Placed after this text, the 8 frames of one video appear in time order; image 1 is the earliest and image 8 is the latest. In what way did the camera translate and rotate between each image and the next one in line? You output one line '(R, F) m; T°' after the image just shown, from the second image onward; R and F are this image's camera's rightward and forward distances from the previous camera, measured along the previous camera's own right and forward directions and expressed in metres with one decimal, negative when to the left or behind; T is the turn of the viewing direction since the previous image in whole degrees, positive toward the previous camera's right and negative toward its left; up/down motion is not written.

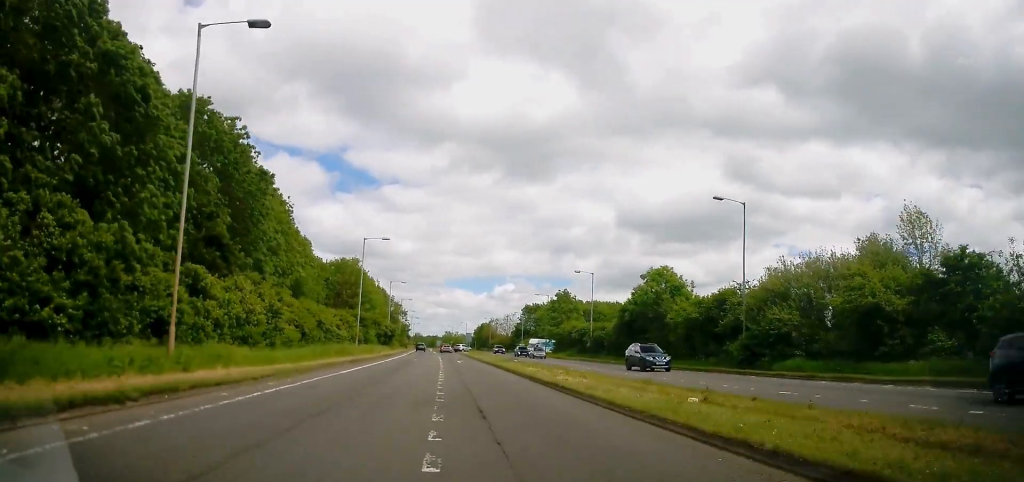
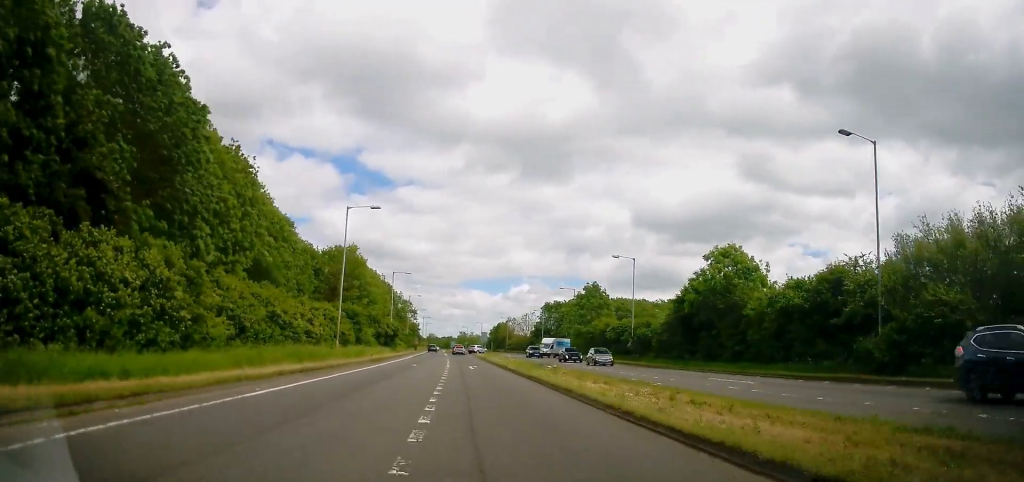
(-0.2, +12.2) m; +1°
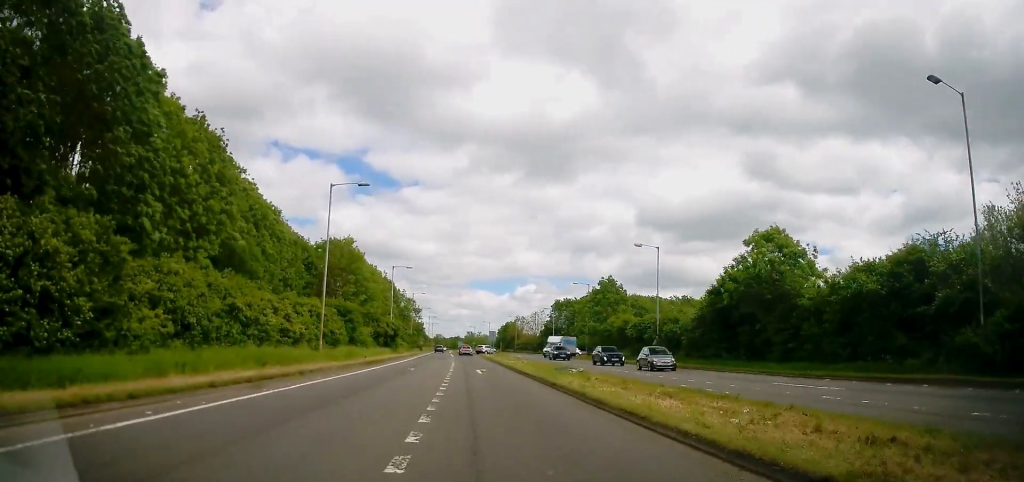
(+0.2, +5.9) m; +1°
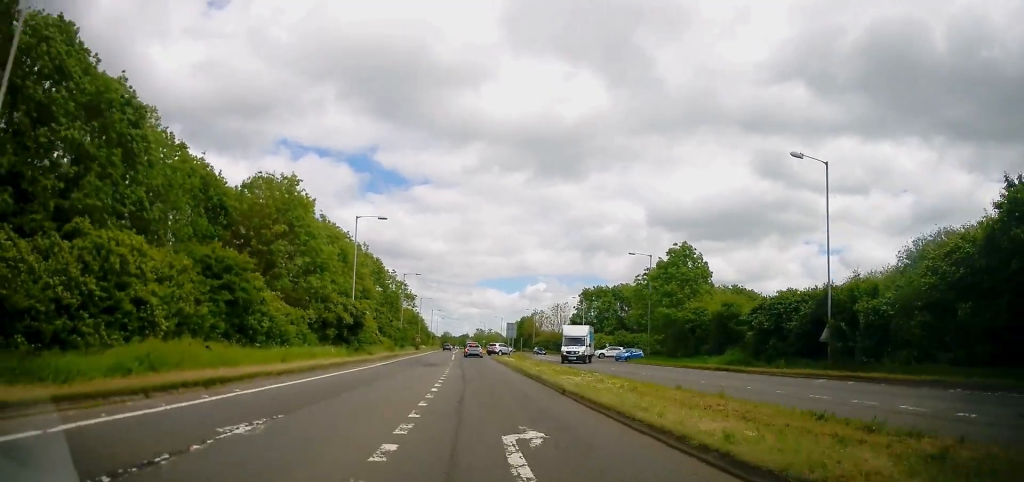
(-0.6, +25.4) m; -4°
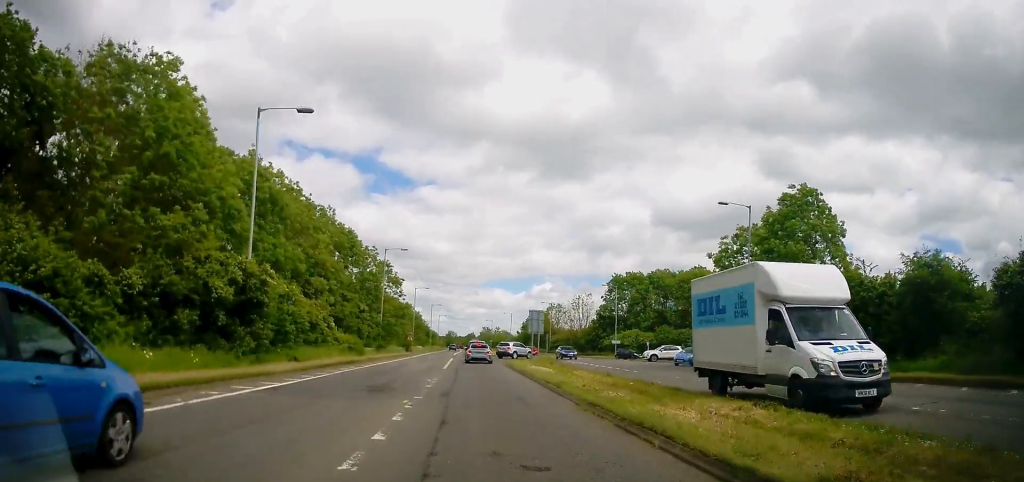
(-0.1, +20.4) m; 0°
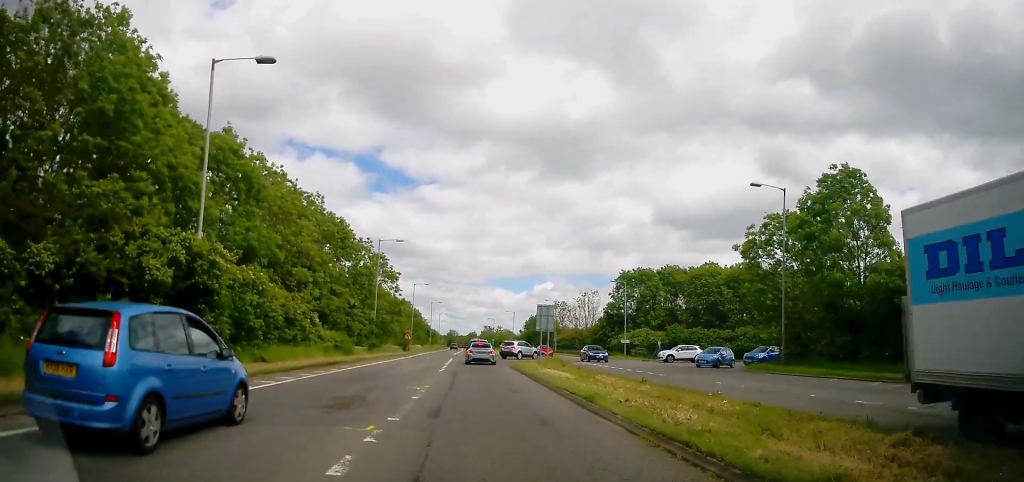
(0.0, +4.4) m; 0°
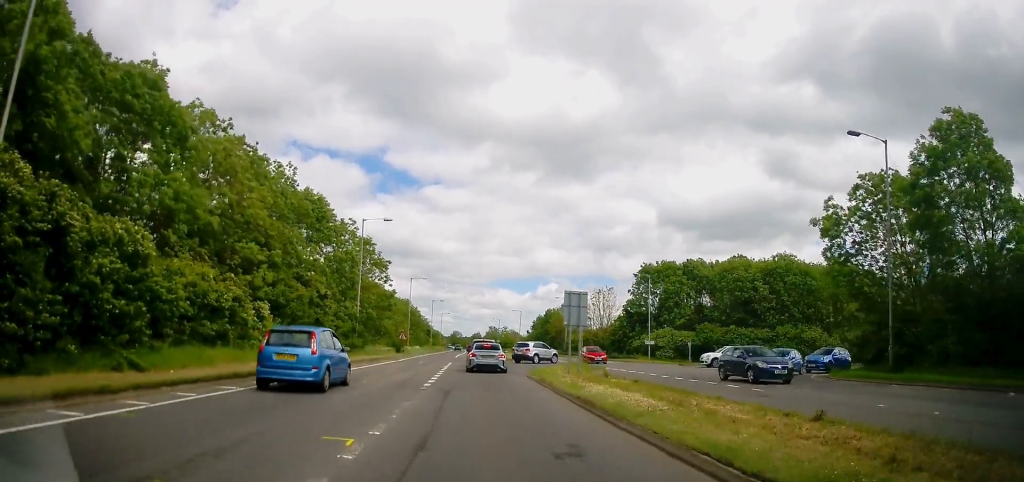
(0.0, +9.3) m; 0°
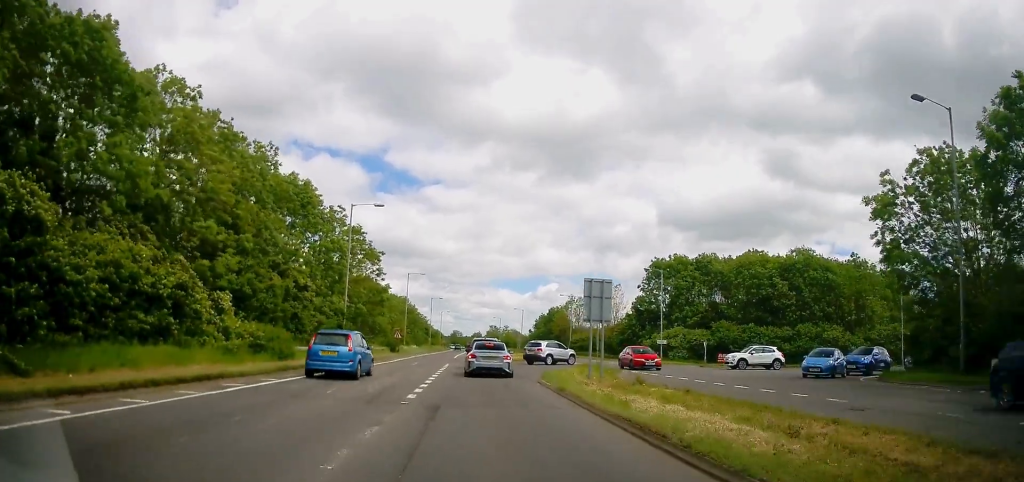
(0.0, +4.4) m; 0°
